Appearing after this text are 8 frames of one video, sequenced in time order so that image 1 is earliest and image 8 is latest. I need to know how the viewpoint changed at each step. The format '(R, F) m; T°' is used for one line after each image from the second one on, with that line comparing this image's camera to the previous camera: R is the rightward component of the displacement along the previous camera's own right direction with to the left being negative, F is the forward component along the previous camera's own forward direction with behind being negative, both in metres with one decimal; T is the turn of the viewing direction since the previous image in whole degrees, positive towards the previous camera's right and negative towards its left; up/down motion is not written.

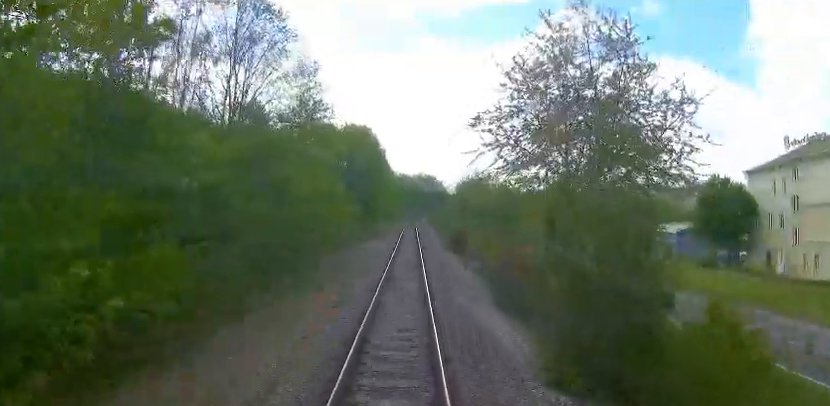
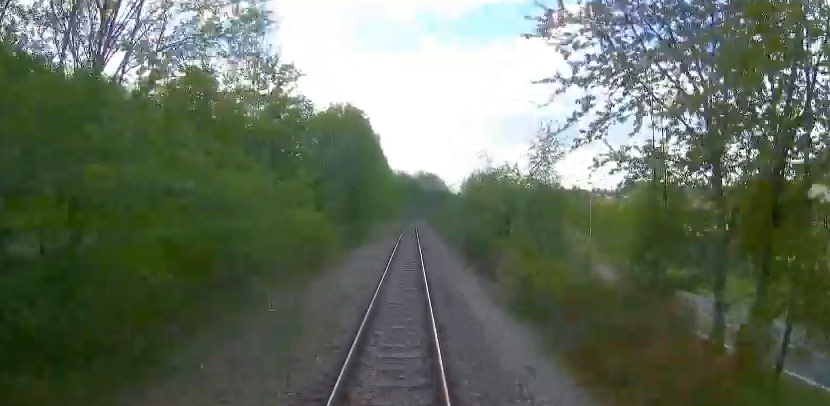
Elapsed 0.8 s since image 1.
(0.0, +10.9) m; +1°
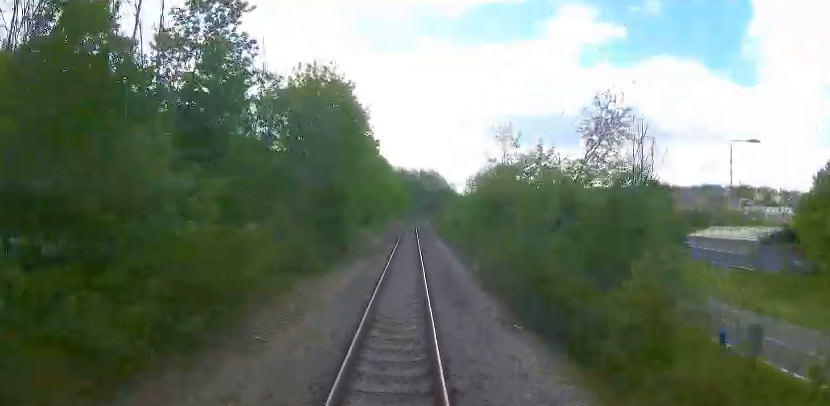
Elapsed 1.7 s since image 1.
(0.0, +11.7) m; +2°
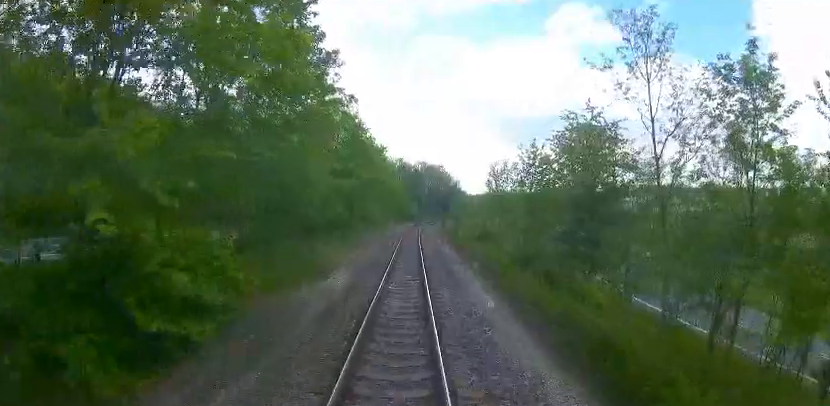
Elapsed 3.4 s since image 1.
(0.0, +21.8) m; -2°
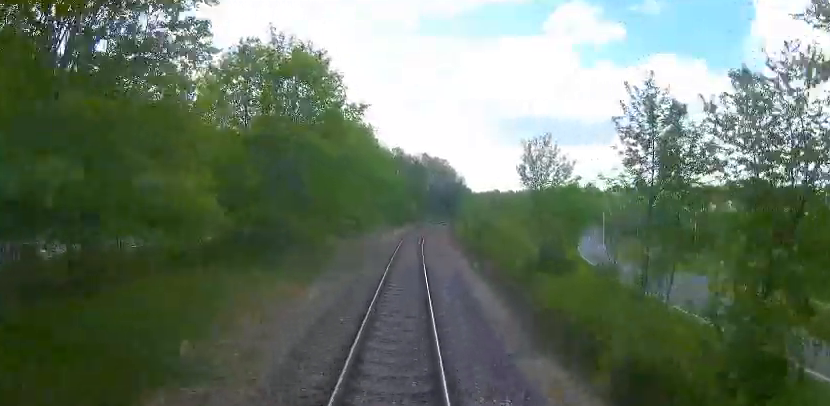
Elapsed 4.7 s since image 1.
(-0.2, +16.6) m; -1°
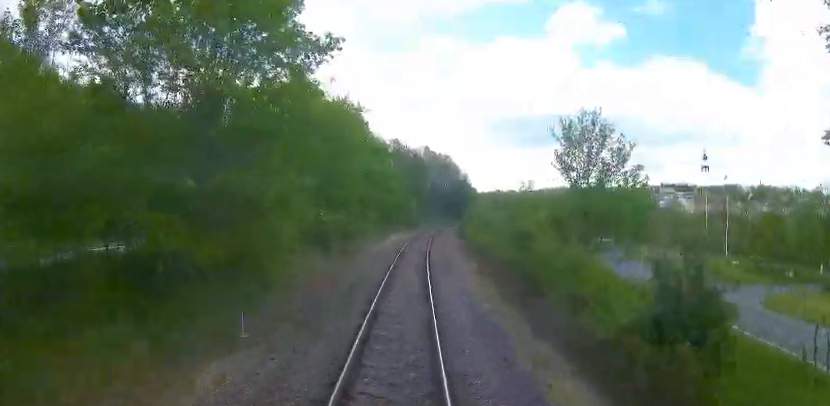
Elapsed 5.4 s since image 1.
(0.0, +10.1) m; 0°
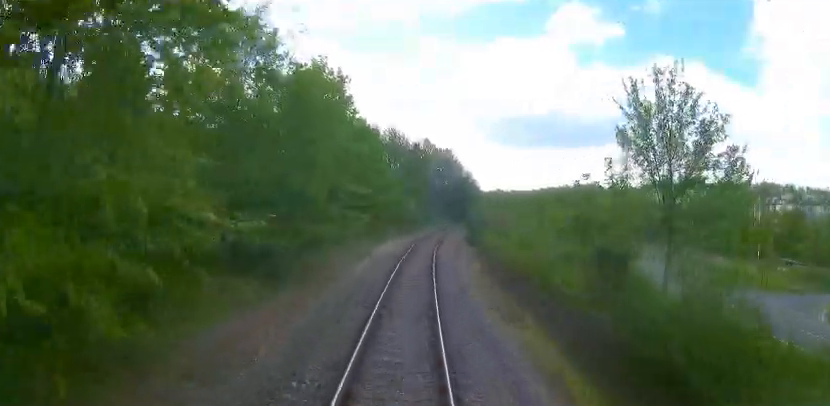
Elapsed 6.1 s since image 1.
(0.0, +9.2) m; 0°
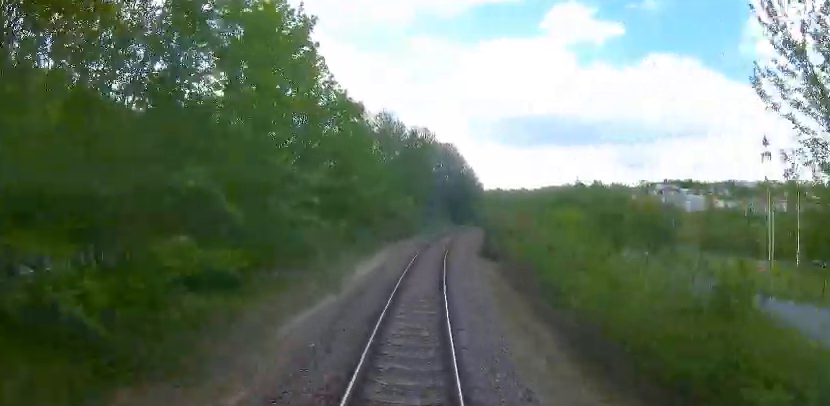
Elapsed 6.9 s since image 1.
(0.0, +9.7) m; +1°
